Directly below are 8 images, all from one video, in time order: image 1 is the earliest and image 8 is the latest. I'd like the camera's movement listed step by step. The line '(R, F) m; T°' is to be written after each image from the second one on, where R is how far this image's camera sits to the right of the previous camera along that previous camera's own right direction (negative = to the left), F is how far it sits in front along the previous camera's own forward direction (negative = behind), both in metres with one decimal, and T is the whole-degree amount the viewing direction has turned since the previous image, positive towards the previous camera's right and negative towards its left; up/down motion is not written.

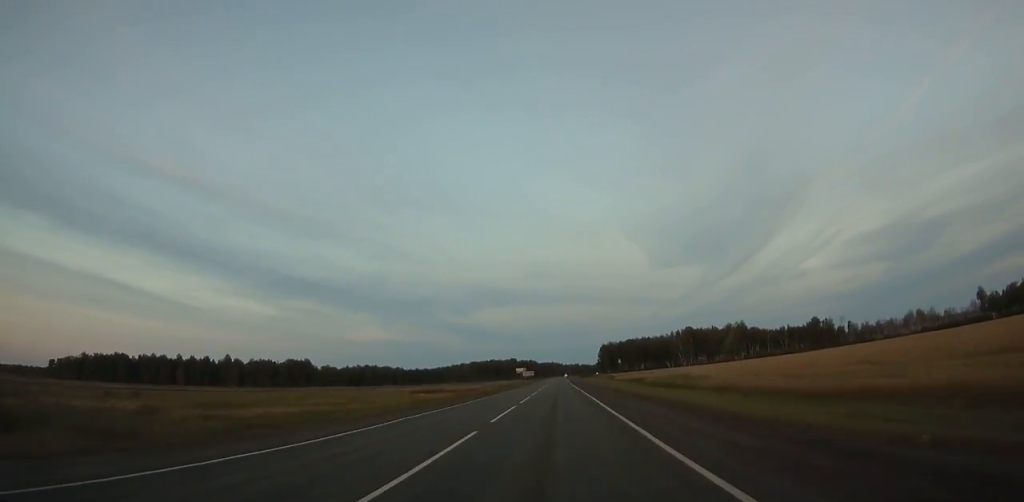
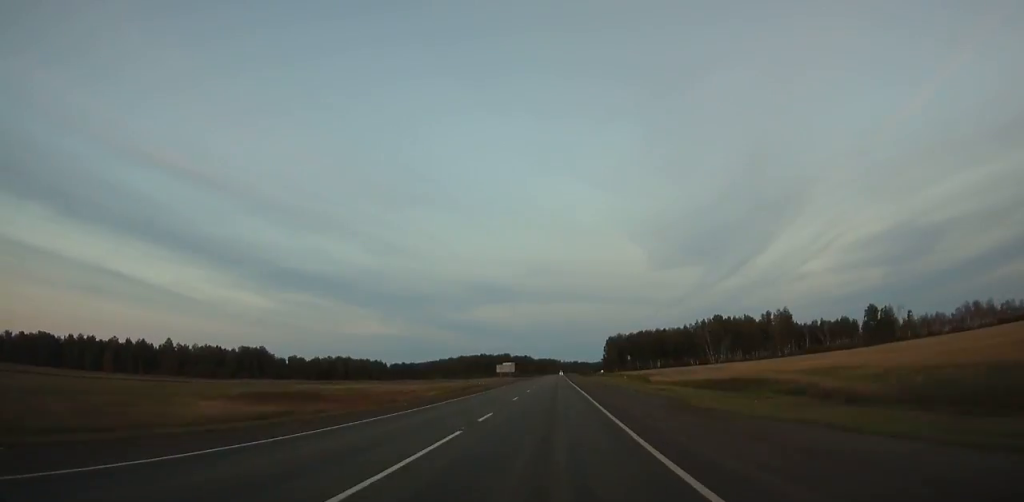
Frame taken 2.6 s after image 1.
(-0.1, +72.5) m; 0°
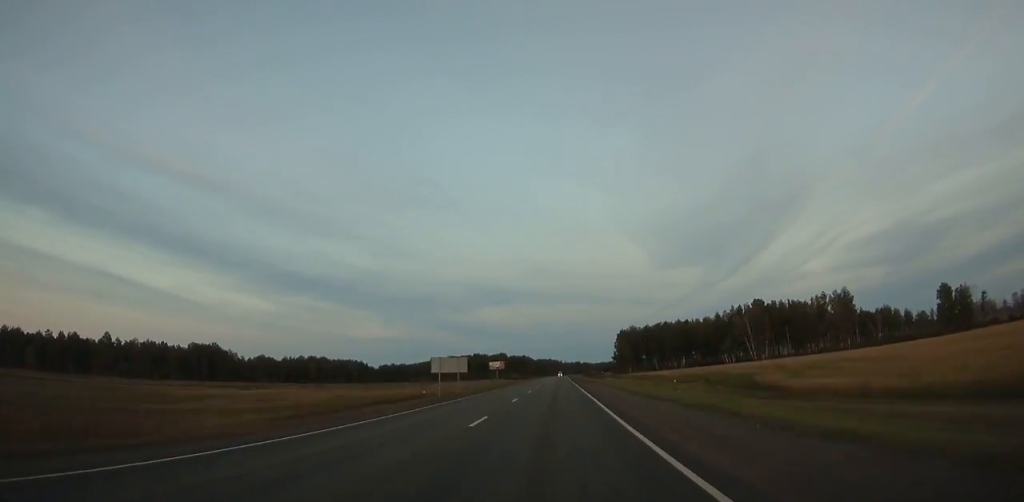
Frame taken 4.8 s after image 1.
(+0.2, +61.6) m; 0°
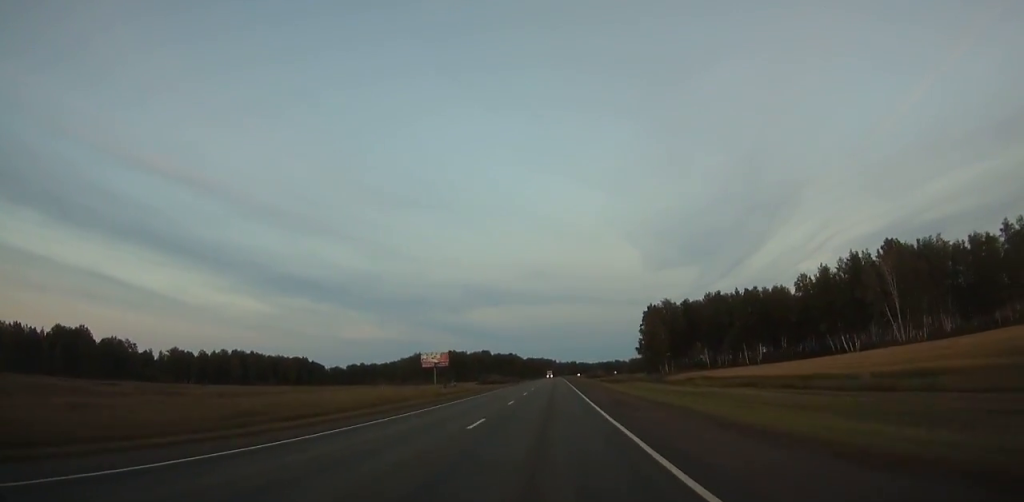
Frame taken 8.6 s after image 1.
(+0.2, +105.5) m; 0°
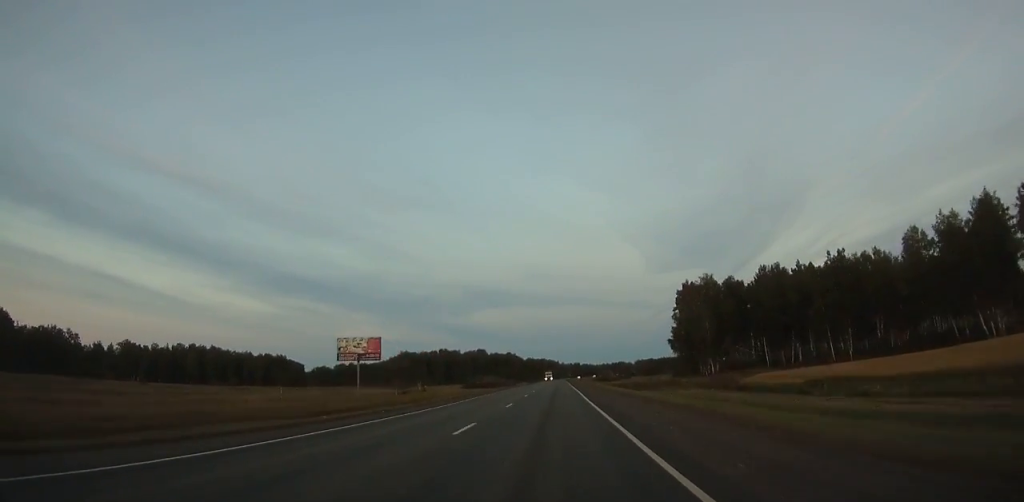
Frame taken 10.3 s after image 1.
(+0.2, +45.4) m; 0°
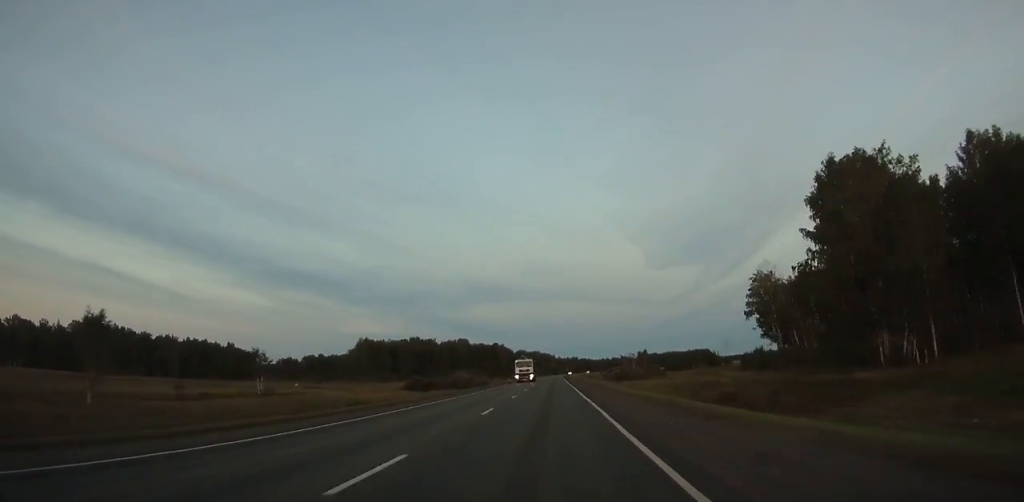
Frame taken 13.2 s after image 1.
(+0.2, +74.2) m; 0°
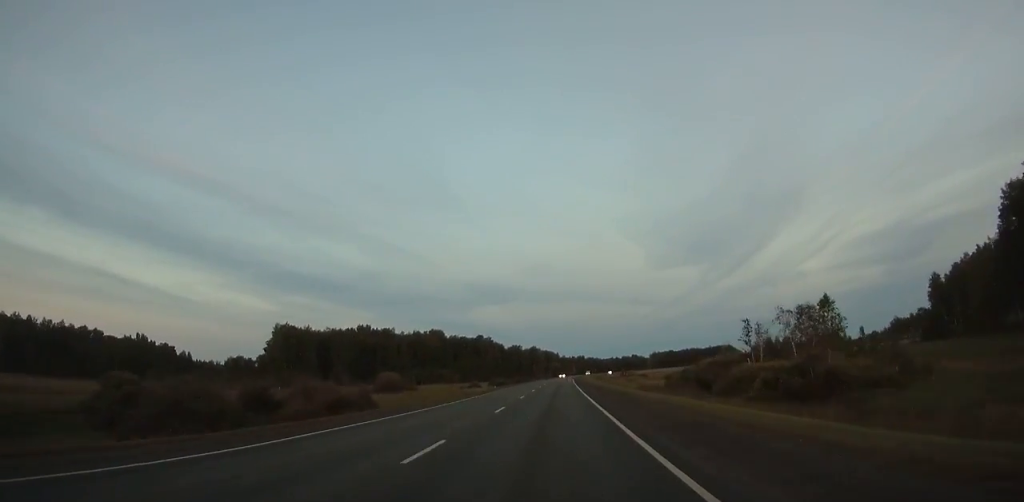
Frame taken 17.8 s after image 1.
(-0.5, +106.9) m; 0°
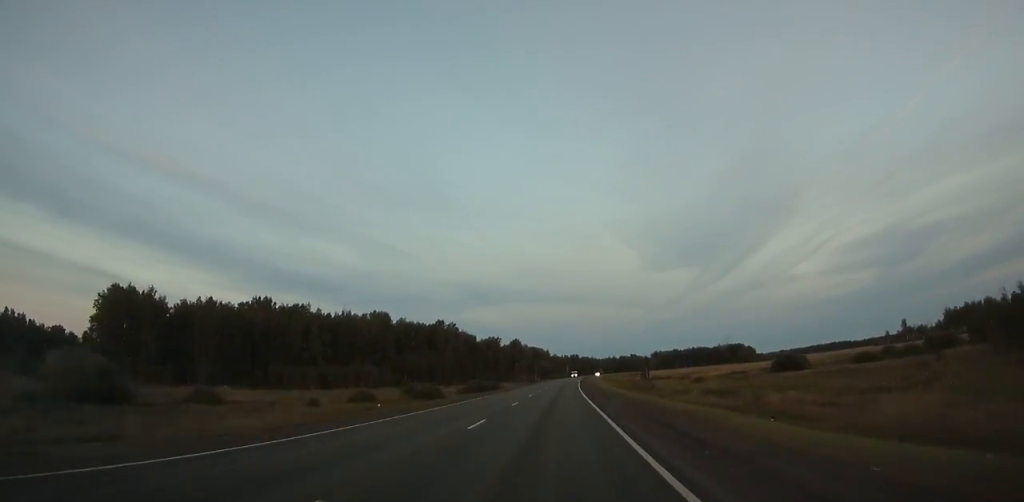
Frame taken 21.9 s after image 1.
(+0.6, +89.5) m; +1°
